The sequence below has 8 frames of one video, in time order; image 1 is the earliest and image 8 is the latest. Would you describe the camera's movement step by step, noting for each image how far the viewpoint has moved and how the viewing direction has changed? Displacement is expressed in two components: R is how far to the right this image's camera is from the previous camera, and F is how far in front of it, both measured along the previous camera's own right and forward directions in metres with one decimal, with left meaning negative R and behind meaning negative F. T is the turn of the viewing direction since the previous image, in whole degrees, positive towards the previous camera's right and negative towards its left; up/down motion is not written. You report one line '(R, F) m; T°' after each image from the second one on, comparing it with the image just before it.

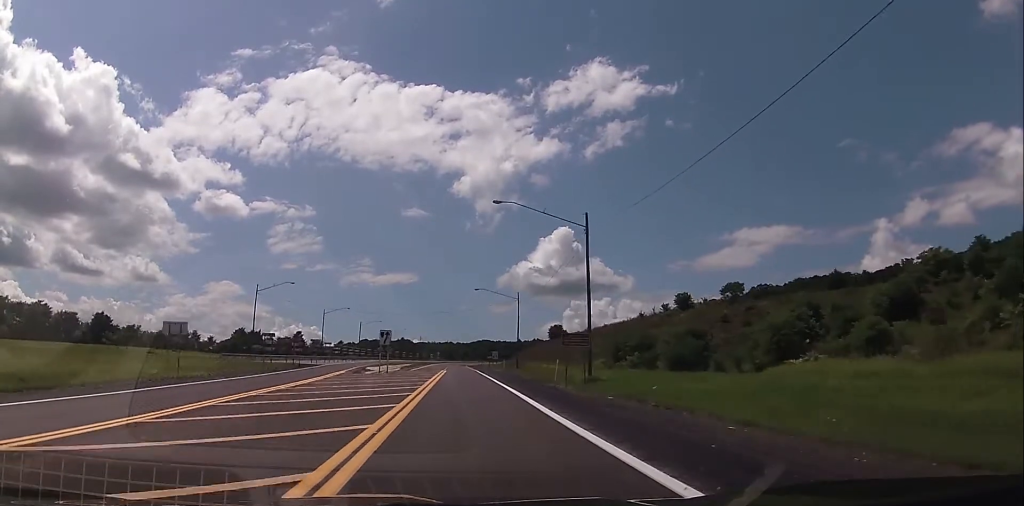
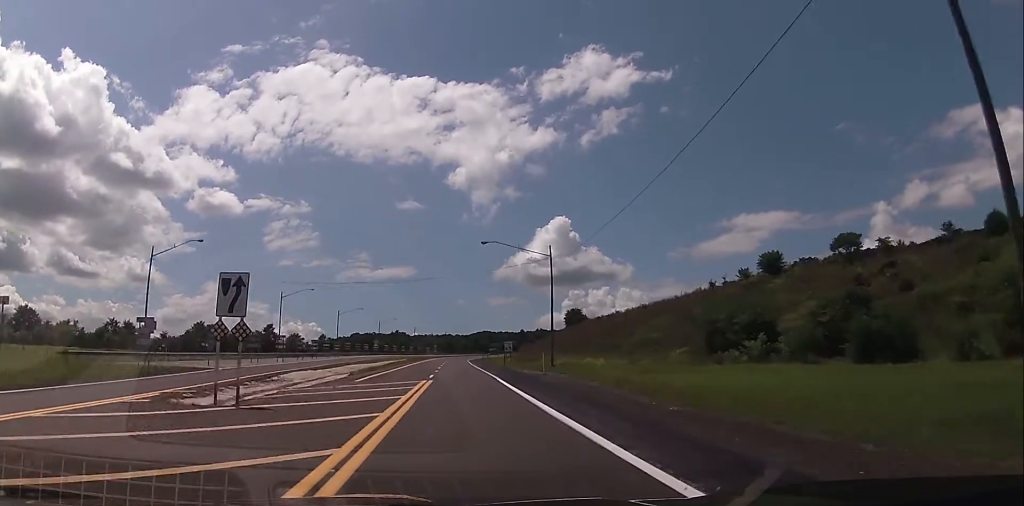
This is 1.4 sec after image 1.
(-0.6, +37.5) m; -2°
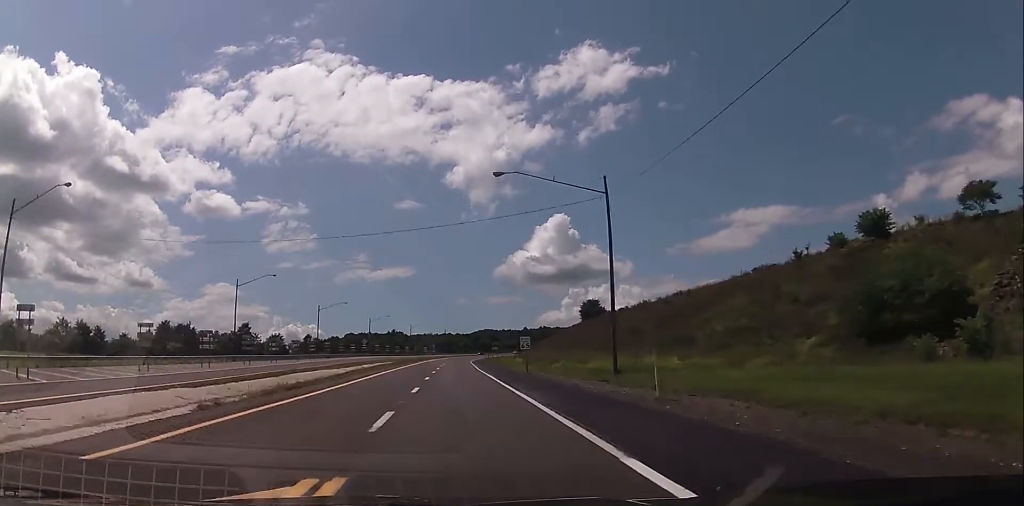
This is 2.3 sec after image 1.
(0.0, +25.0) m; 0°
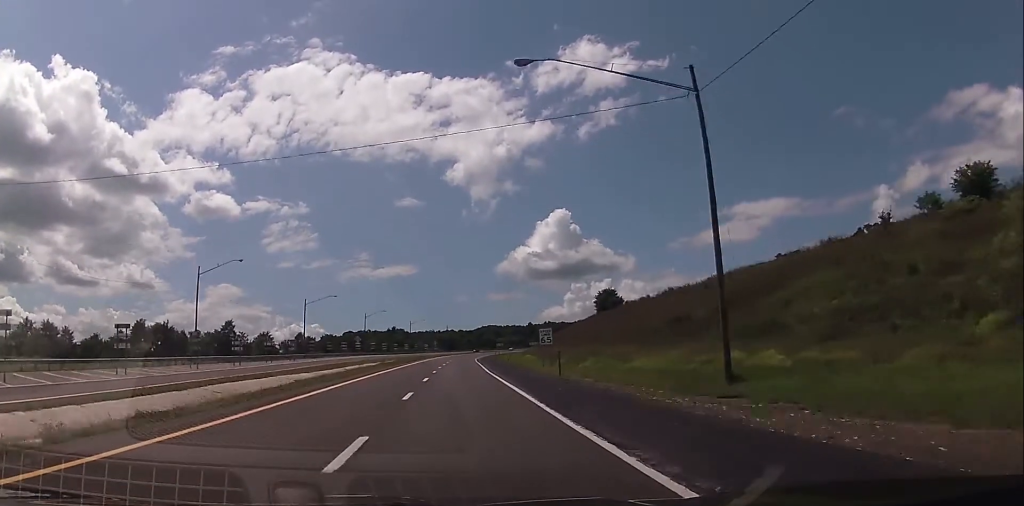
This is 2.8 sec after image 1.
(+0.1, +15.9) m; 0°
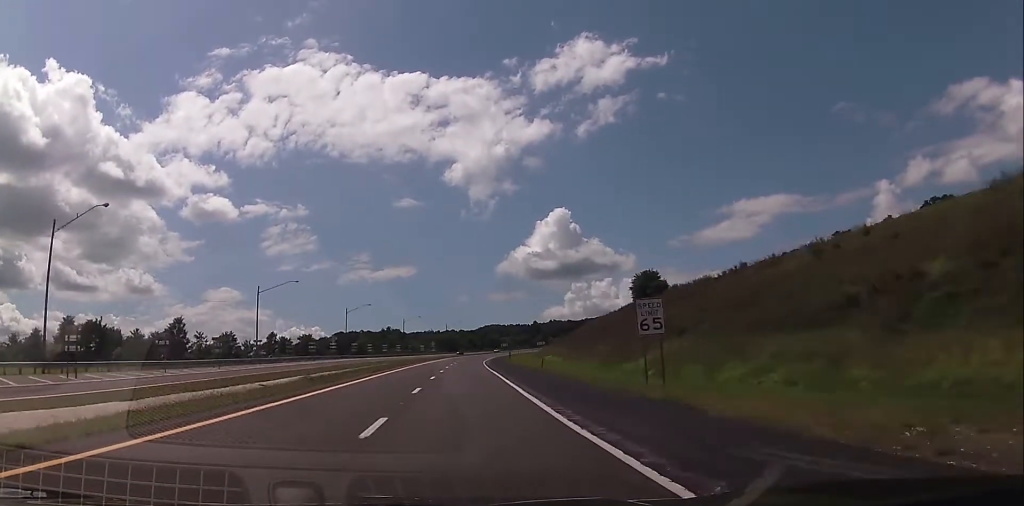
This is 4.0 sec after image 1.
(-0.3, +32.9) m; 0°
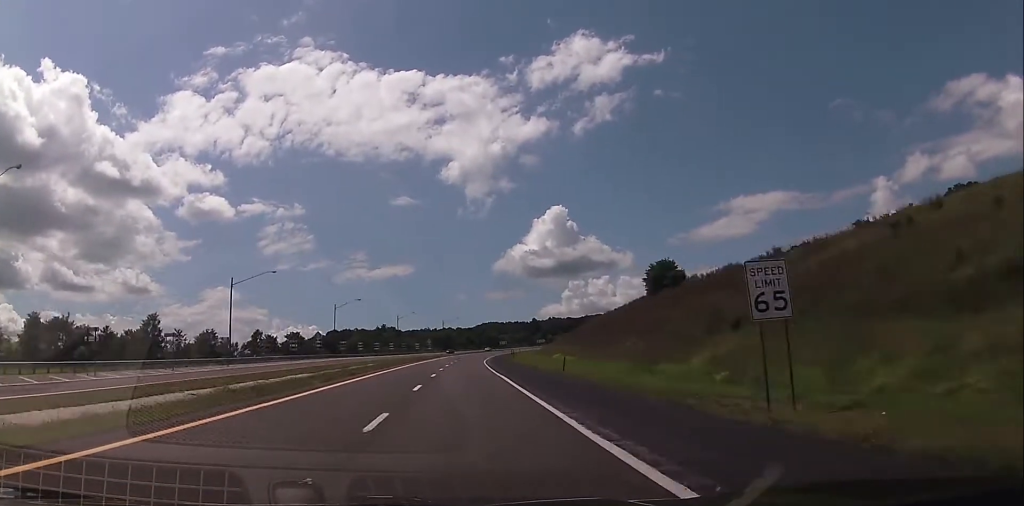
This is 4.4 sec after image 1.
(-0.3, +11.3) m; 0°
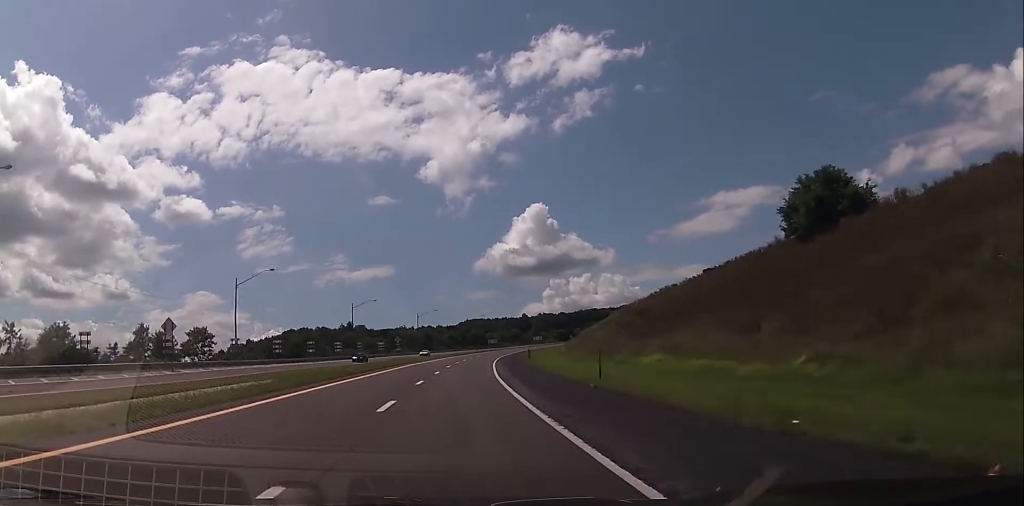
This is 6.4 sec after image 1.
(+1.3, +56.6) m; +1°
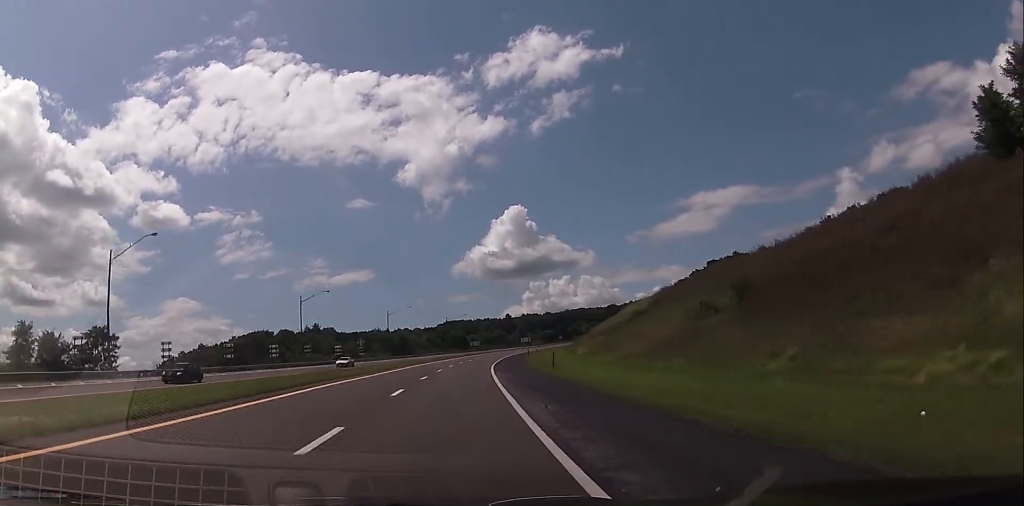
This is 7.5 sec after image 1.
(+0.1, +30.2) m; +1°
